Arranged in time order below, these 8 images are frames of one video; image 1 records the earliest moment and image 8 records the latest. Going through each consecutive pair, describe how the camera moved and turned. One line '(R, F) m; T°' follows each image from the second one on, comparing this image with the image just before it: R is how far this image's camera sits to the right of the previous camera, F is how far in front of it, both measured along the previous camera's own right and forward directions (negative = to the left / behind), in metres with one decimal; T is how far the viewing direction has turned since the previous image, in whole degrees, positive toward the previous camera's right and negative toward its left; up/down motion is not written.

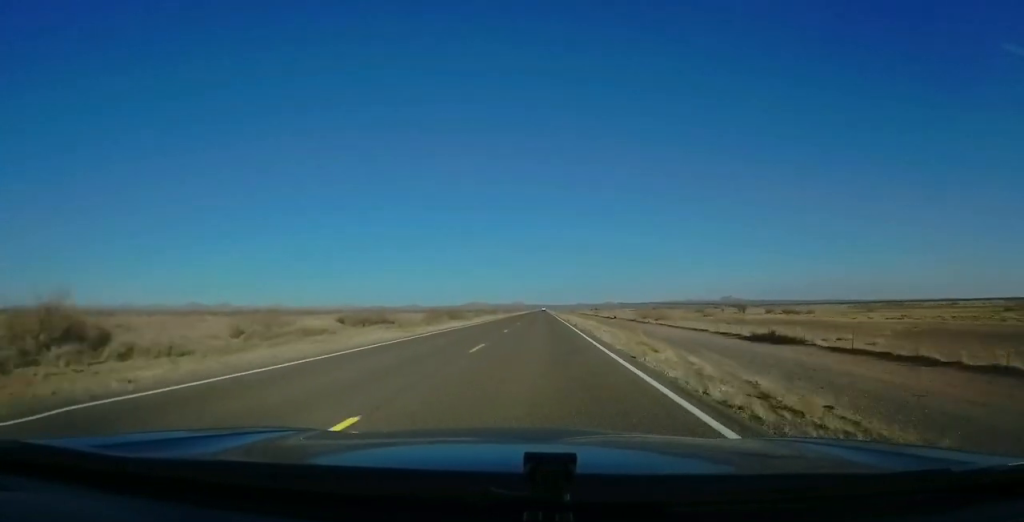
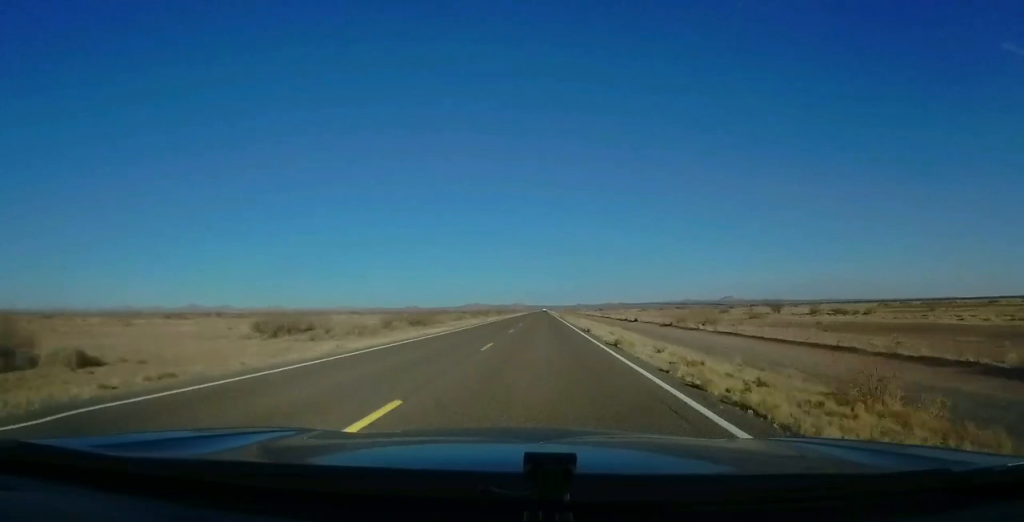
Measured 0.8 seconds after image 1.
(0.0, +23.0) m; 0°
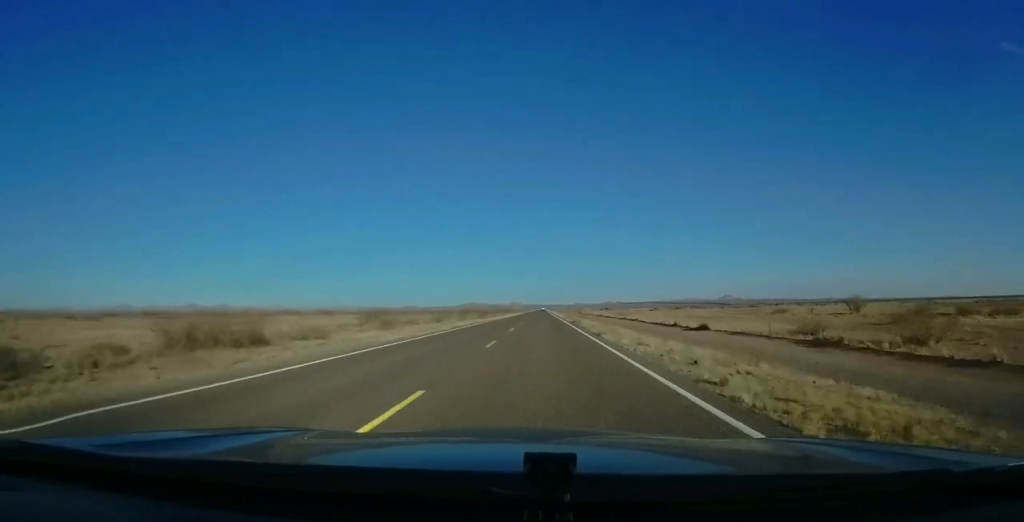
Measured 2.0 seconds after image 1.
(-0.4, +35.4) m; -1°
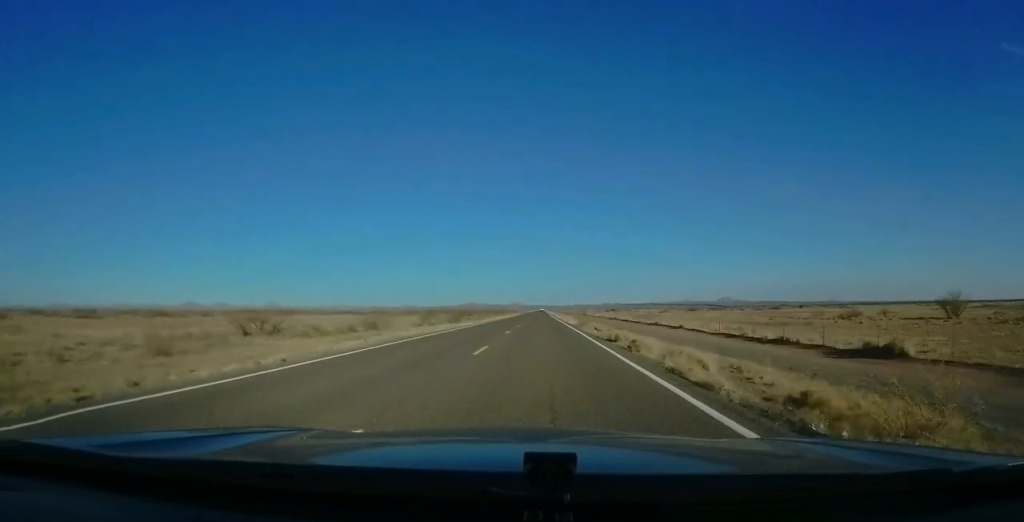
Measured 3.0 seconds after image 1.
(0.0, +26.9) m; +1°
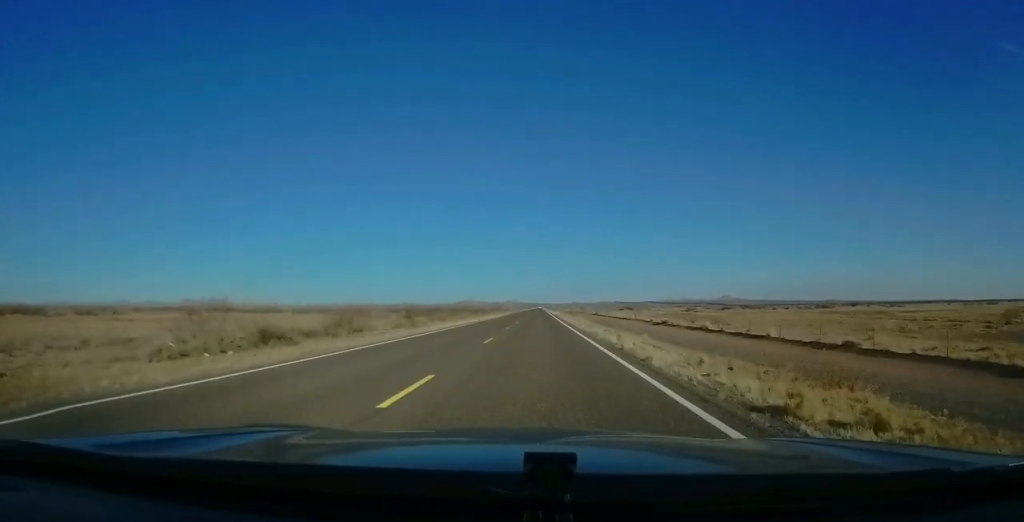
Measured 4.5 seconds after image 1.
(+0.6, +44.6) m; 0°
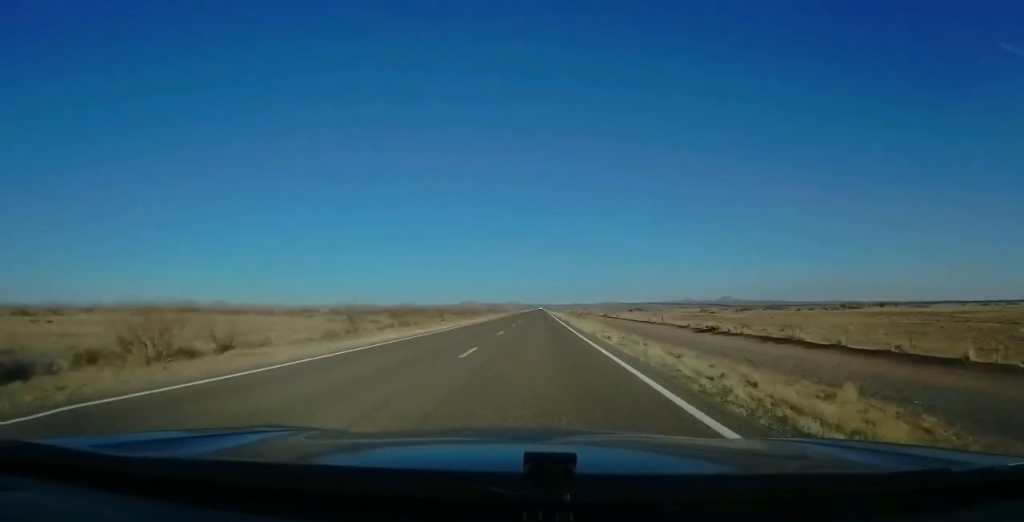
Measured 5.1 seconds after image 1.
(-0.3, +17.5) m; -1°
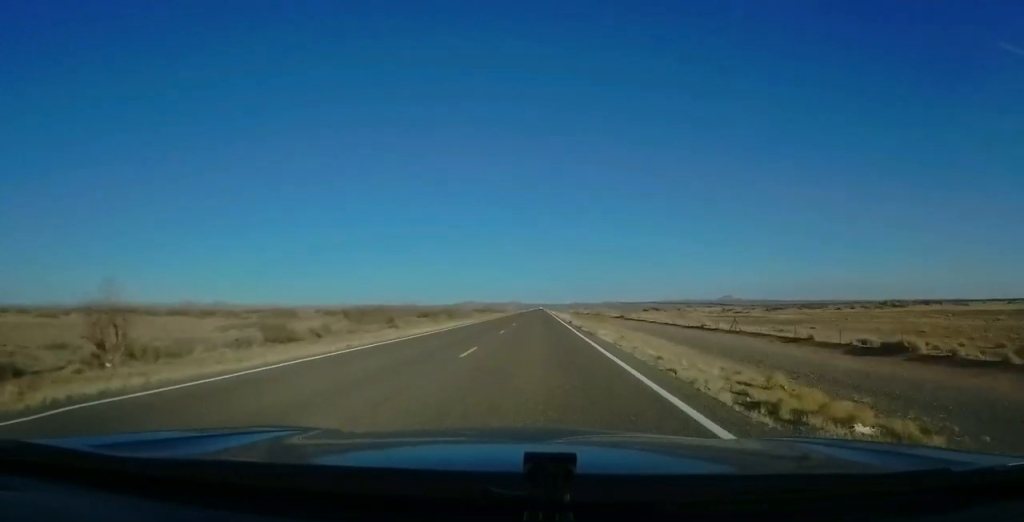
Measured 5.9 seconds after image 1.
(-0.1, +24.2) m; 0°
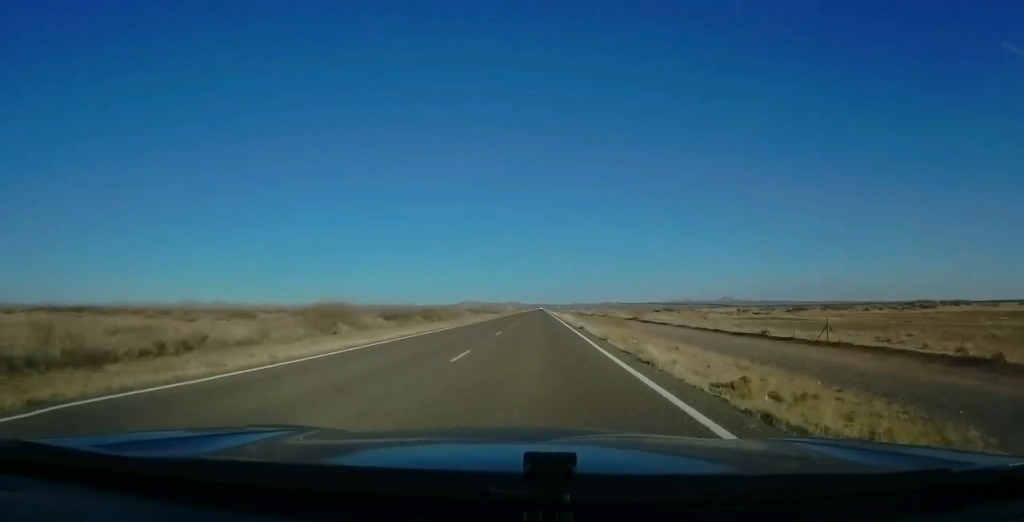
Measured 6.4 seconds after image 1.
(-0.1, +13.5) m; +1°
